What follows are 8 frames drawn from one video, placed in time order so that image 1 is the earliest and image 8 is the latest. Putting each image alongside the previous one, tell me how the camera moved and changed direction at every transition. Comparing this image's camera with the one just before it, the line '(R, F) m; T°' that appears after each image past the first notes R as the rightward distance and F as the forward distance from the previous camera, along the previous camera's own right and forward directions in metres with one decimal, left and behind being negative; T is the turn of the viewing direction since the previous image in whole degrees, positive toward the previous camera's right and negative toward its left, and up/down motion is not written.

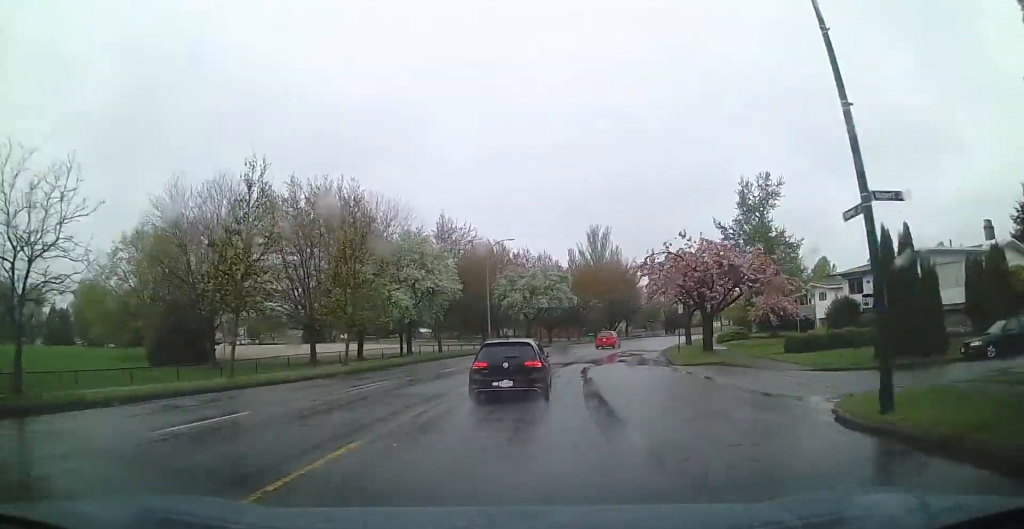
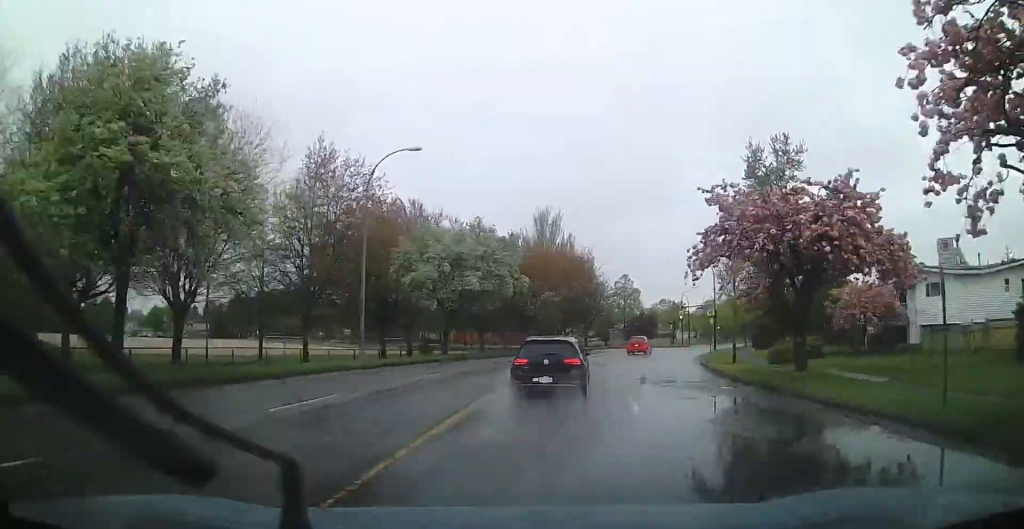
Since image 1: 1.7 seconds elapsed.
(+0.4, +25.7) m; +3°
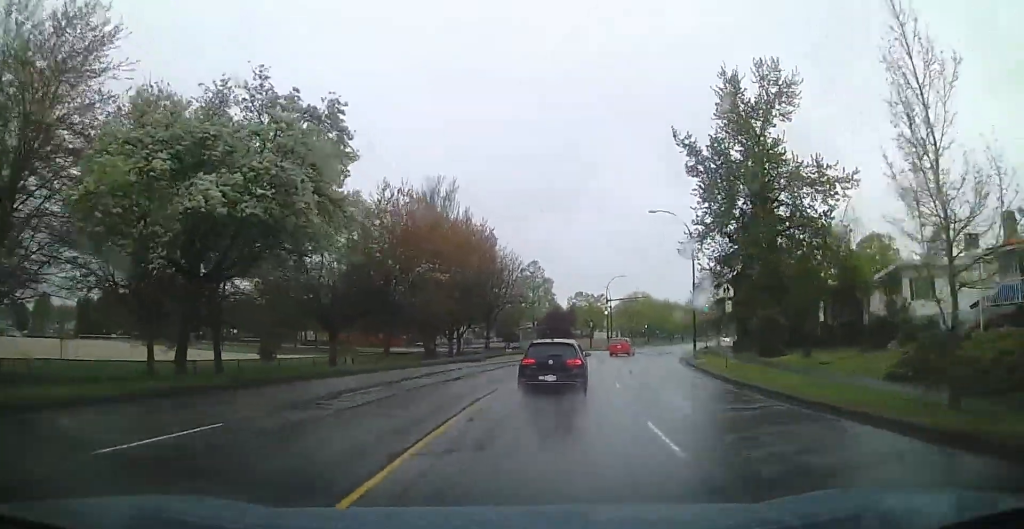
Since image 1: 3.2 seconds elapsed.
(+1.1, +22.0) m; +6°
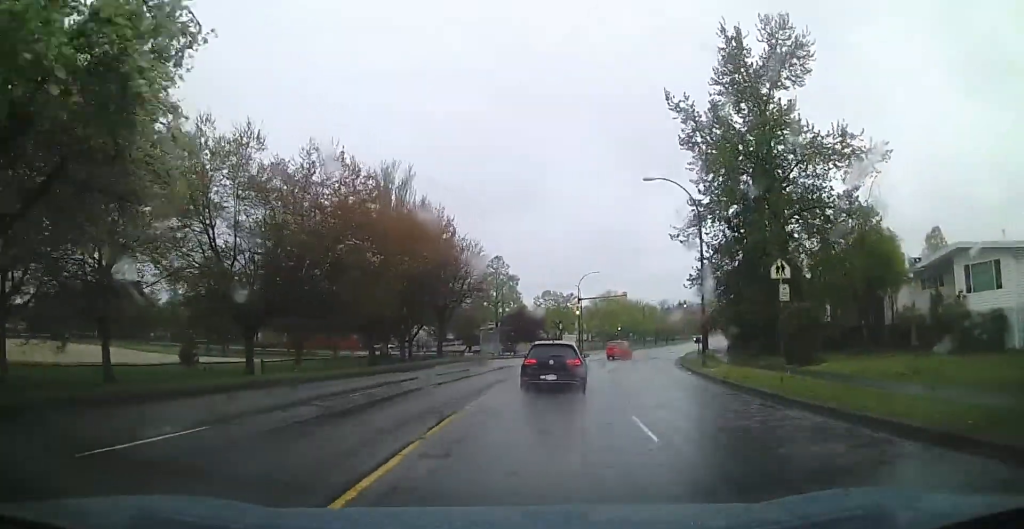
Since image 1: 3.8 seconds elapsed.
(+0.1, +8.4) m; +3°
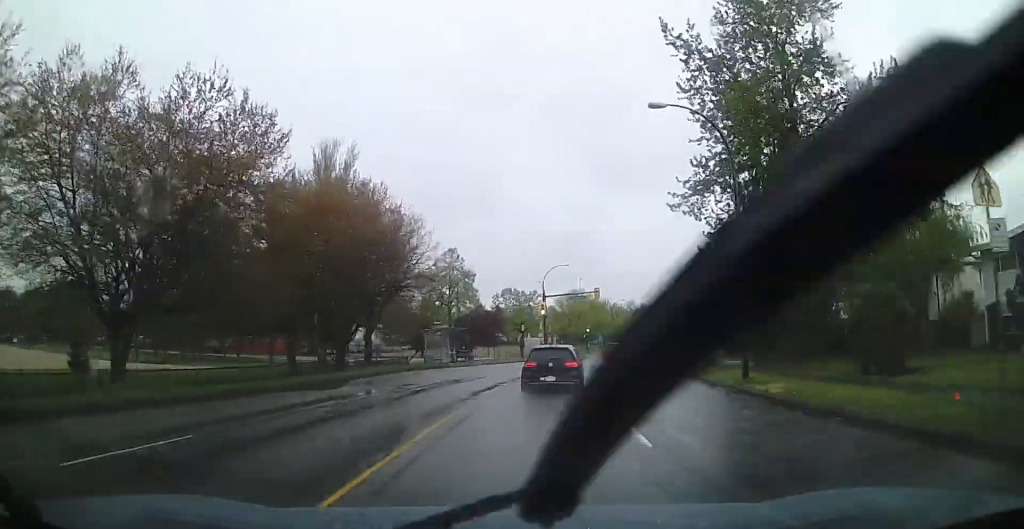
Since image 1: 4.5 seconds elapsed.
(-0.1, +9.6) m; +4°
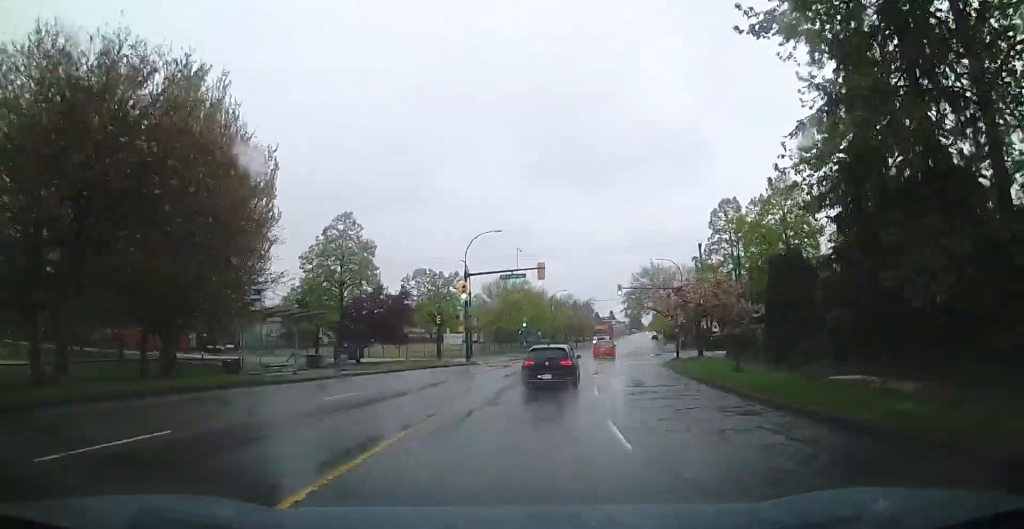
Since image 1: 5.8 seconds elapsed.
(+1.5, +17.5) m; +6°
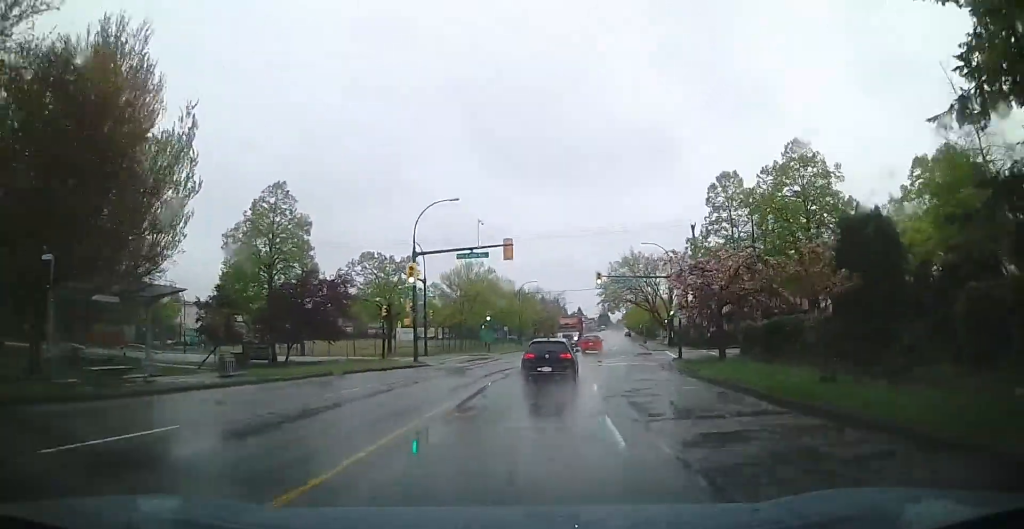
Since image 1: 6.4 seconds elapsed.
(0.0, +8.2) m; +1°
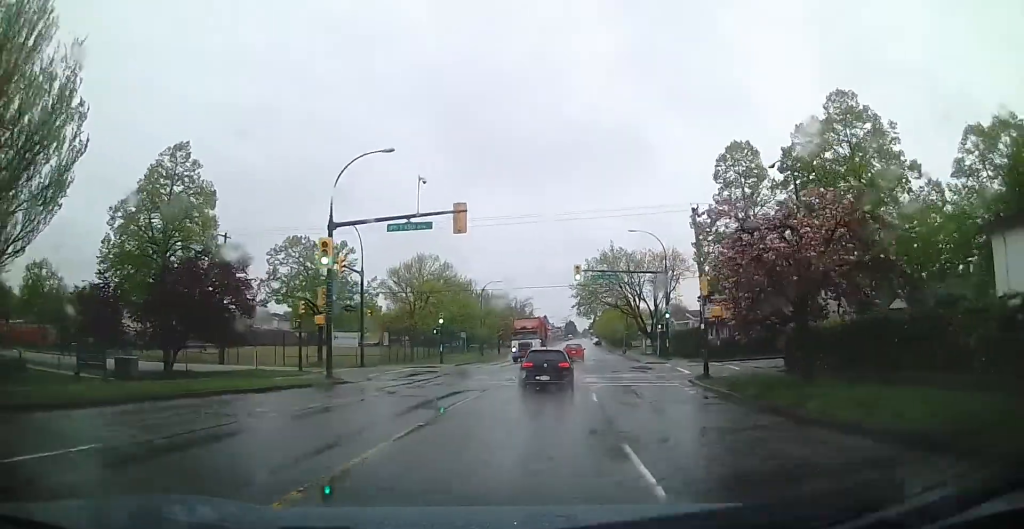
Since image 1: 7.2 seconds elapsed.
(+0.1, +9.5) m; +4°
